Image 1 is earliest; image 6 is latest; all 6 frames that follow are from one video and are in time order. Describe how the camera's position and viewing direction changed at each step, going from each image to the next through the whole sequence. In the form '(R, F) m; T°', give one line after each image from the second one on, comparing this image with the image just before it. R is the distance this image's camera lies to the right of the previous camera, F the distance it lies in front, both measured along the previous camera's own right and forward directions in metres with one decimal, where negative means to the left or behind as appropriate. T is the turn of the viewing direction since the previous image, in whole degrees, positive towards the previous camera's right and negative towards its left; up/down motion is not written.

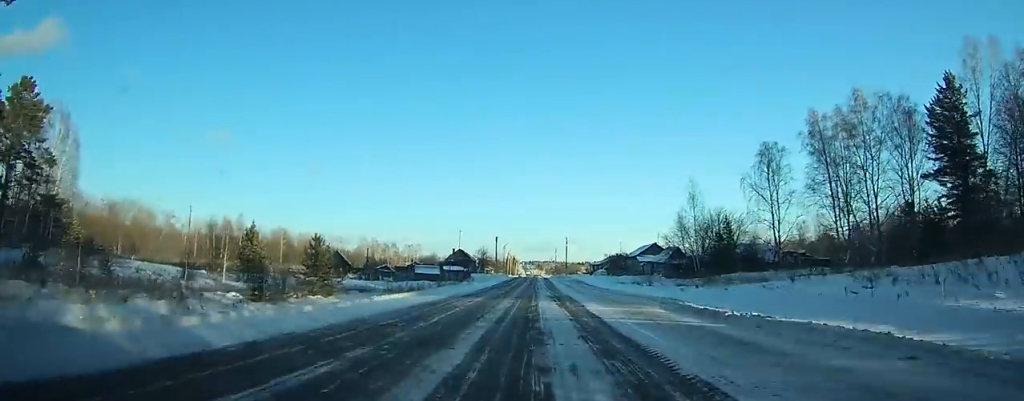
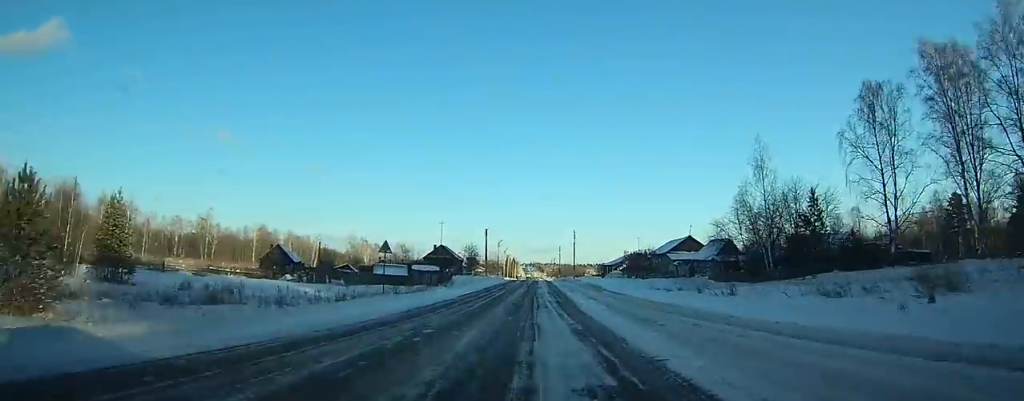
(+0.1, +25.4) m; 0°
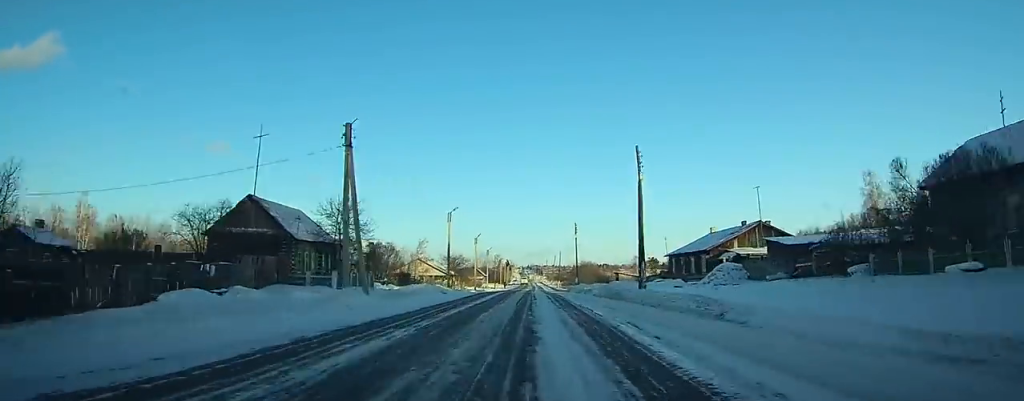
(-0.4, +69.6) m; 0°
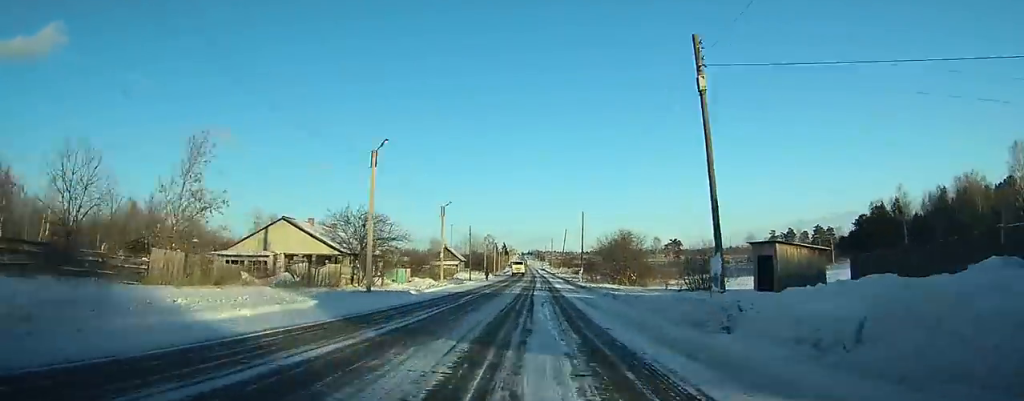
(+0.6, +59.0) m; +1°
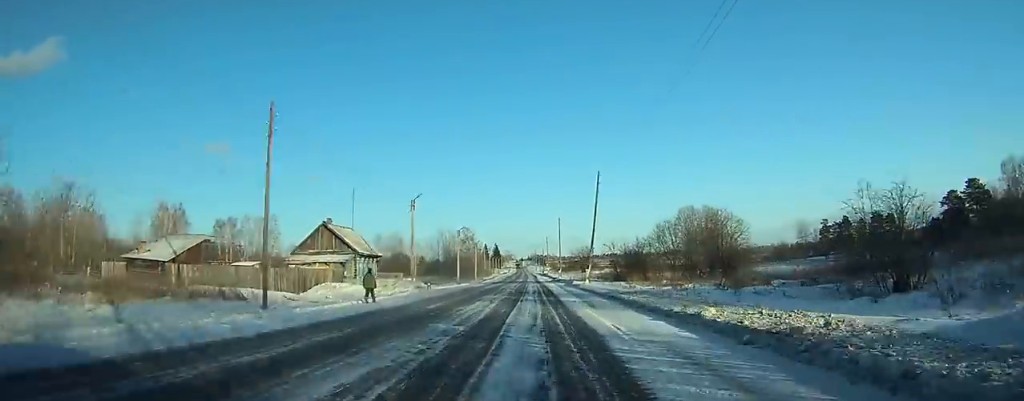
(-0.7, +68.3) m; -1°
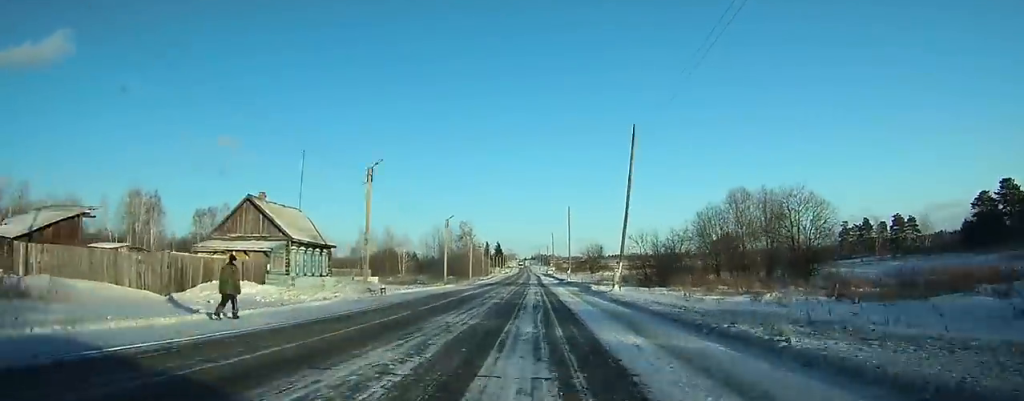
(0.0, +15.5) m; 0°
